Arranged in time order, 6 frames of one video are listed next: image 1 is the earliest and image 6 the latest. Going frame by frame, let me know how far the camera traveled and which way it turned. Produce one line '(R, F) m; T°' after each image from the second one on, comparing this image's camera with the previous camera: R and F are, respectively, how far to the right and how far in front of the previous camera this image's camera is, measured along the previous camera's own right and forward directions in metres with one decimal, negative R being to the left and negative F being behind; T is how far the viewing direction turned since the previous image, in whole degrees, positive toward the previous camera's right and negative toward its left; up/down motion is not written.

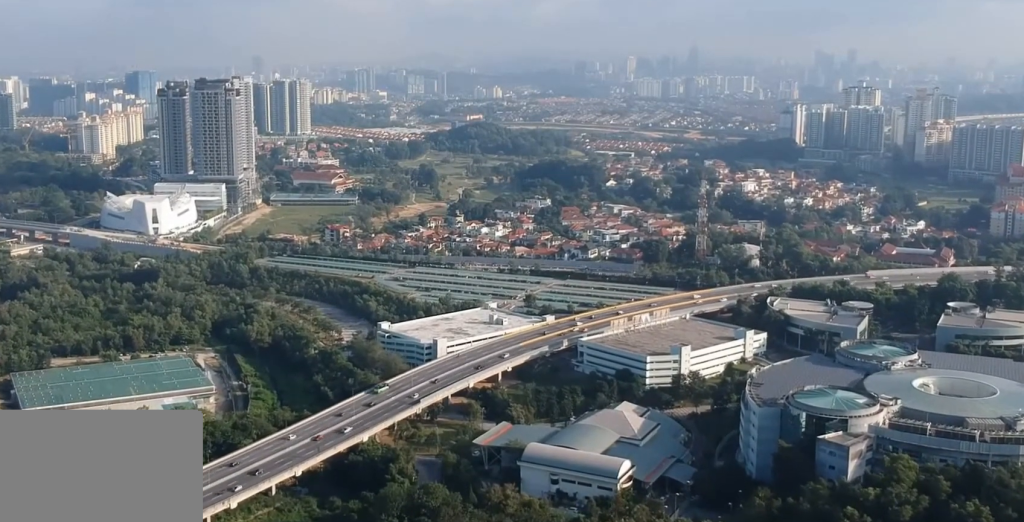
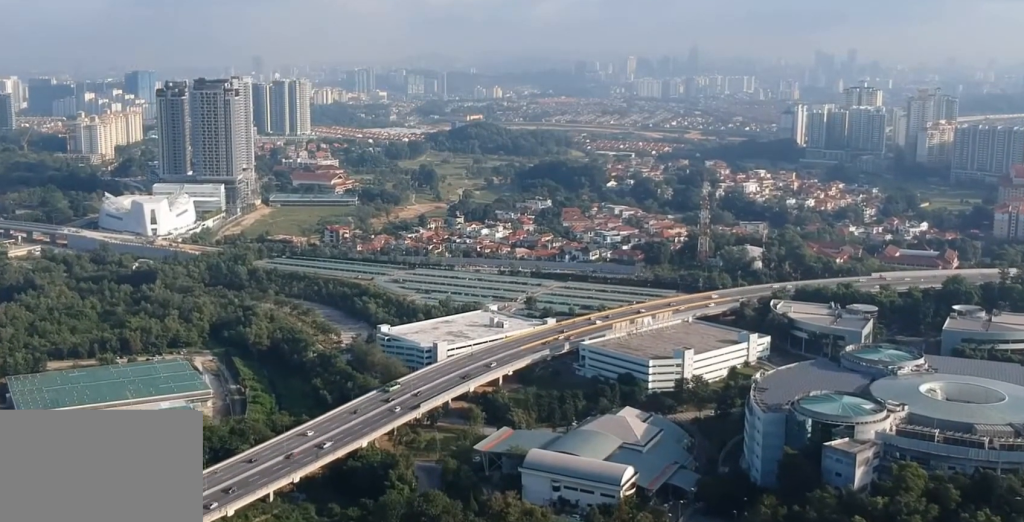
(0.0, +6.0) m; 0°
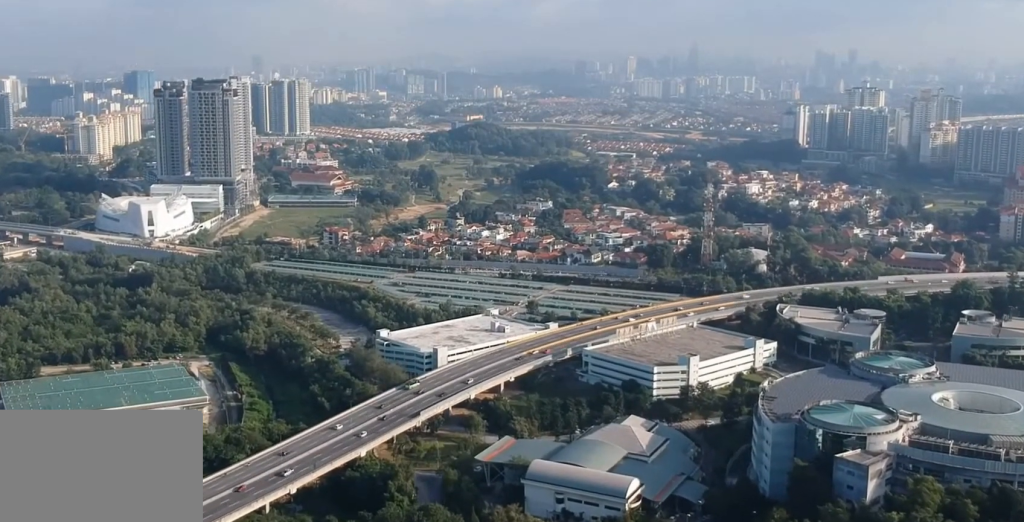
(0.0, +9.8) m; 0°
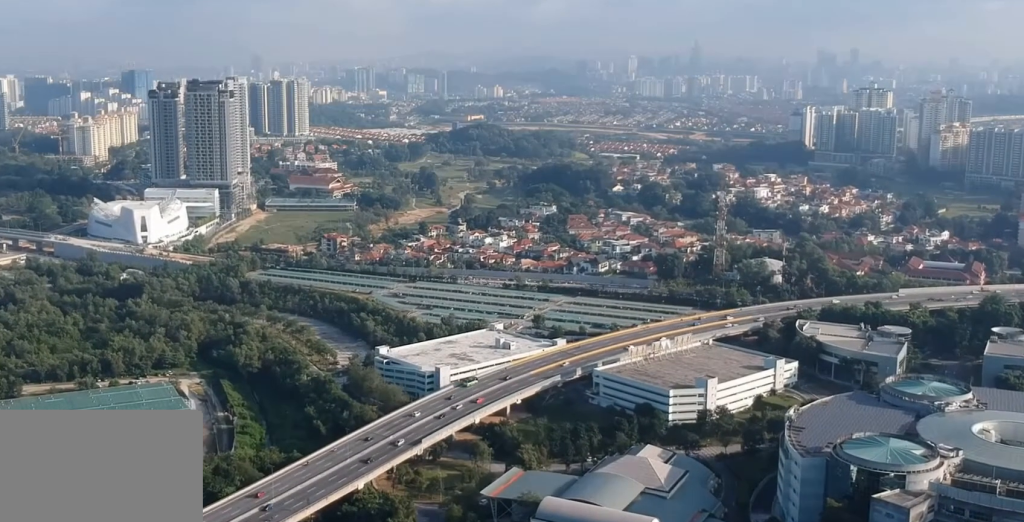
(-0.2, +28.0) m; 0°
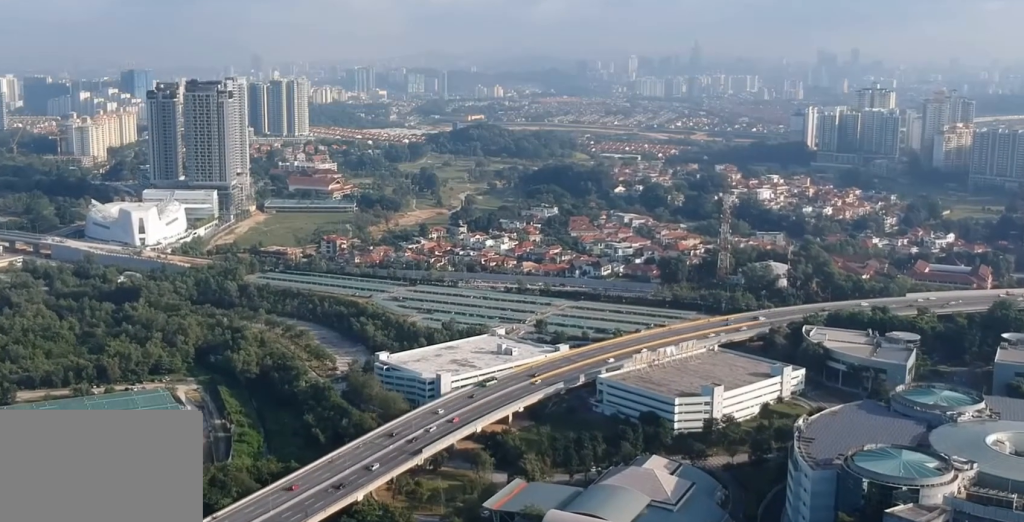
(0.0, +9.3) m; 0°
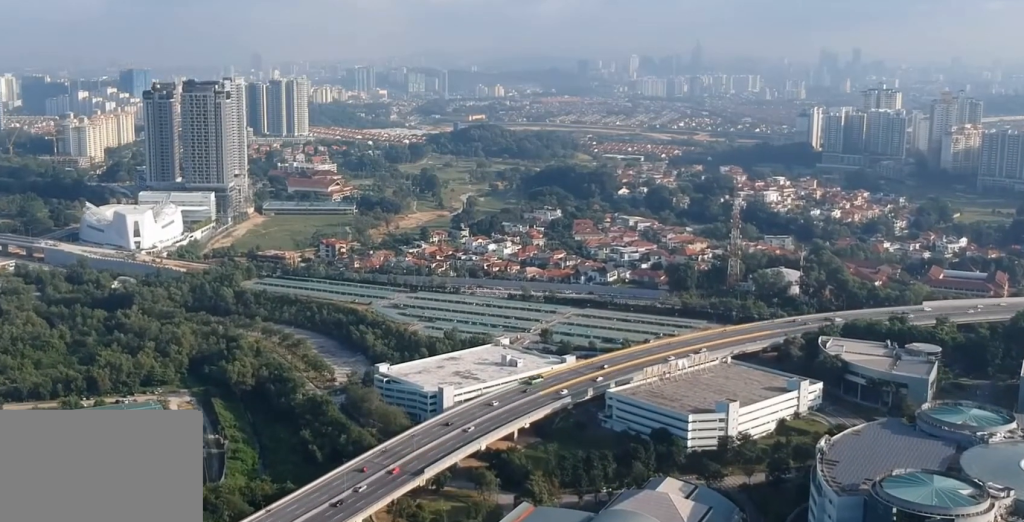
(+0.1, +19.2) m; 0°
